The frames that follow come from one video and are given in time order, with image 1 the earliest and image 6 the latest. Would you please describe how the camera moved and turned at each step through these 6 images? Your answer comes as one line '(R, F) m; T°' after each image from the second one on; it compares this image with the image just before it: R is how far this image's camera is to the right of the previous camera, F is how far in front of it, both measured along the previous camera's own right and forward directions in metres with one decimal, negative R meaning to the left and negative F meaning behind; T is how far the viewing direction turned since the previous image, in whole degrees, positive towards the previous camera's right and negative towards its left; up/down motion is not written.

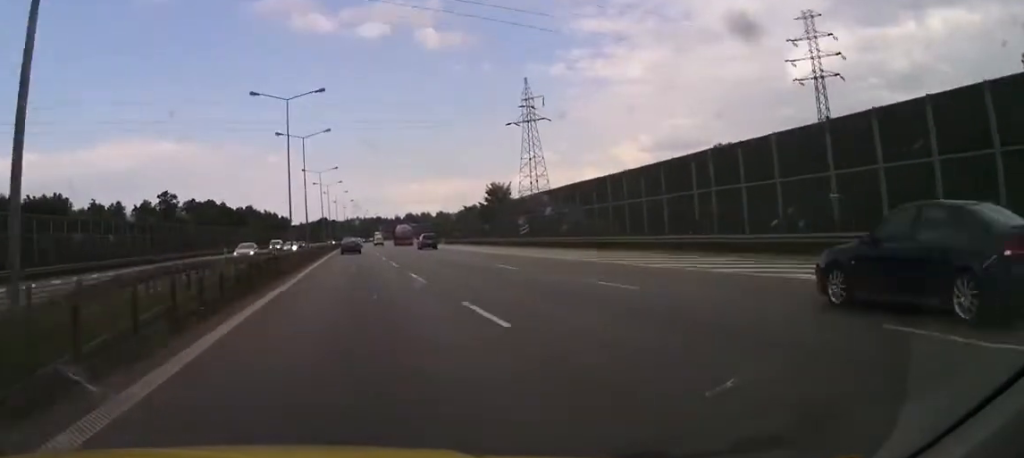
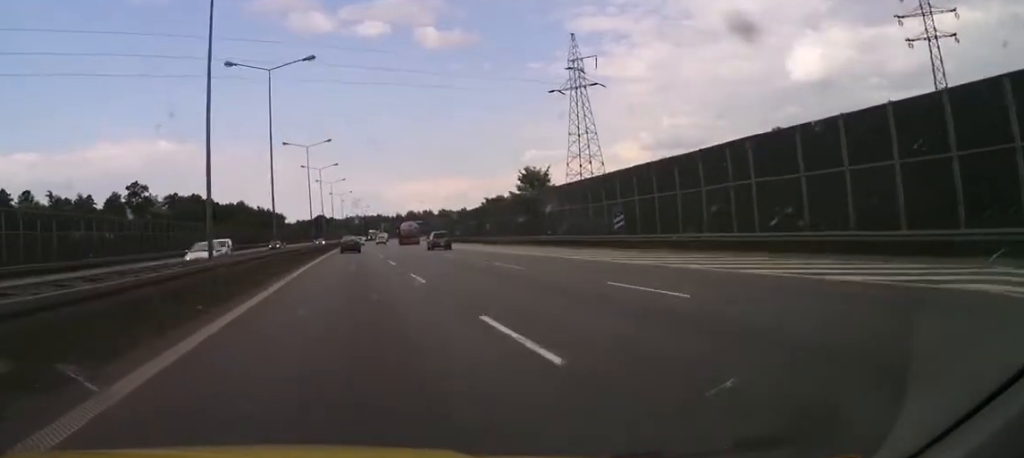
(-0.2, +25.9) m; -1°
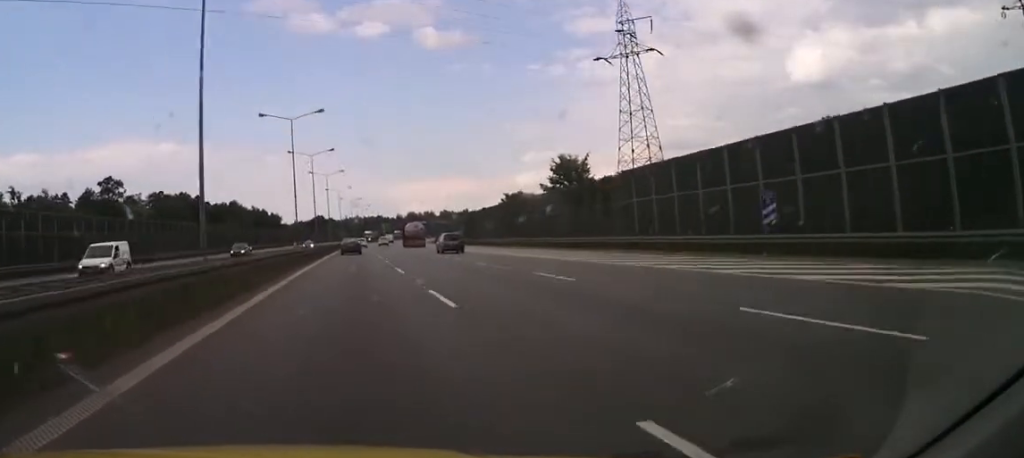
(-0.4, +17.6) m; 0°
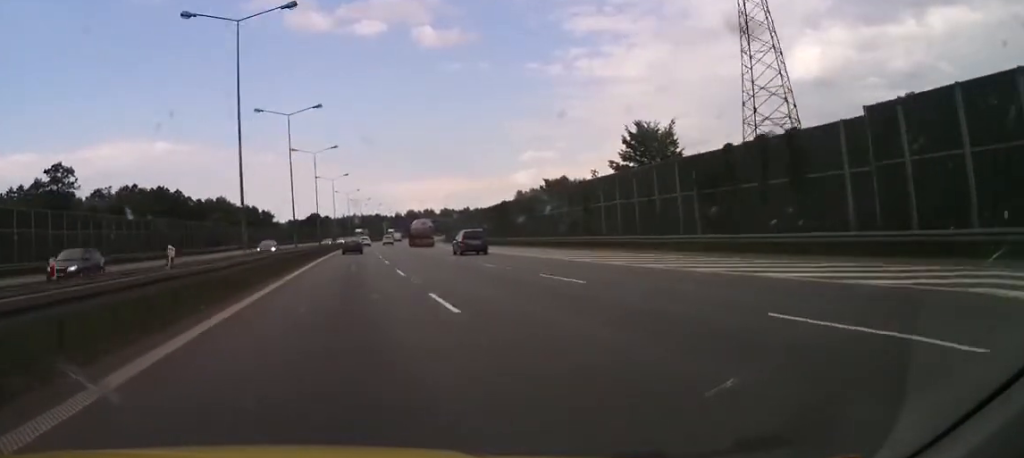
(+0.3, +24.5) m; 0°
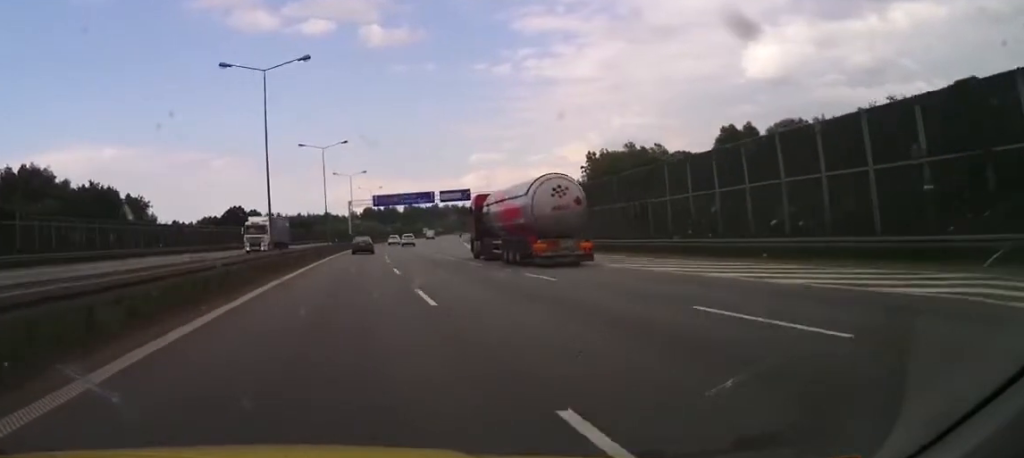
(+3.9, +139.1) m; +3°
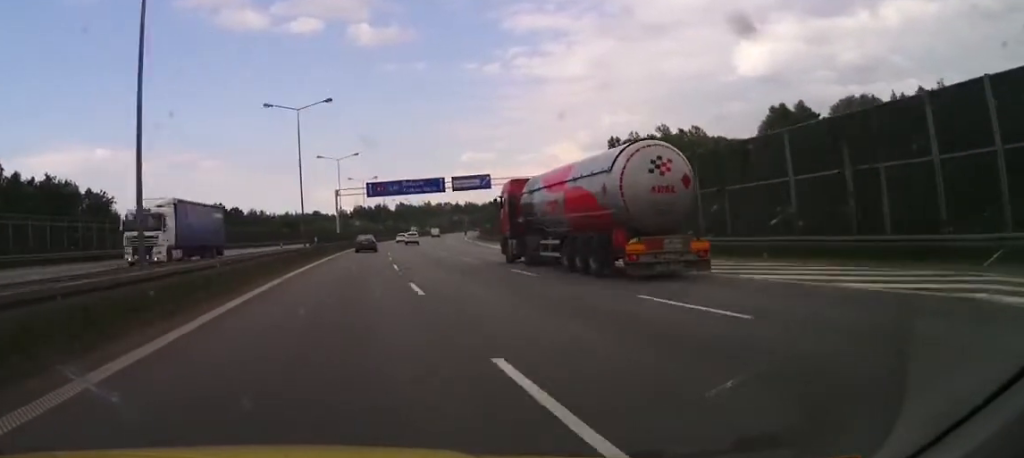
(0.0, +21.5) m; 0°
